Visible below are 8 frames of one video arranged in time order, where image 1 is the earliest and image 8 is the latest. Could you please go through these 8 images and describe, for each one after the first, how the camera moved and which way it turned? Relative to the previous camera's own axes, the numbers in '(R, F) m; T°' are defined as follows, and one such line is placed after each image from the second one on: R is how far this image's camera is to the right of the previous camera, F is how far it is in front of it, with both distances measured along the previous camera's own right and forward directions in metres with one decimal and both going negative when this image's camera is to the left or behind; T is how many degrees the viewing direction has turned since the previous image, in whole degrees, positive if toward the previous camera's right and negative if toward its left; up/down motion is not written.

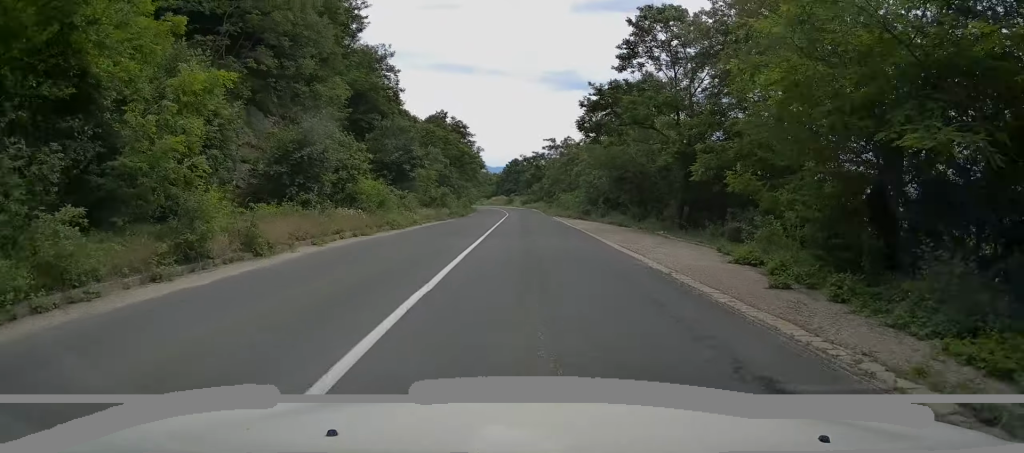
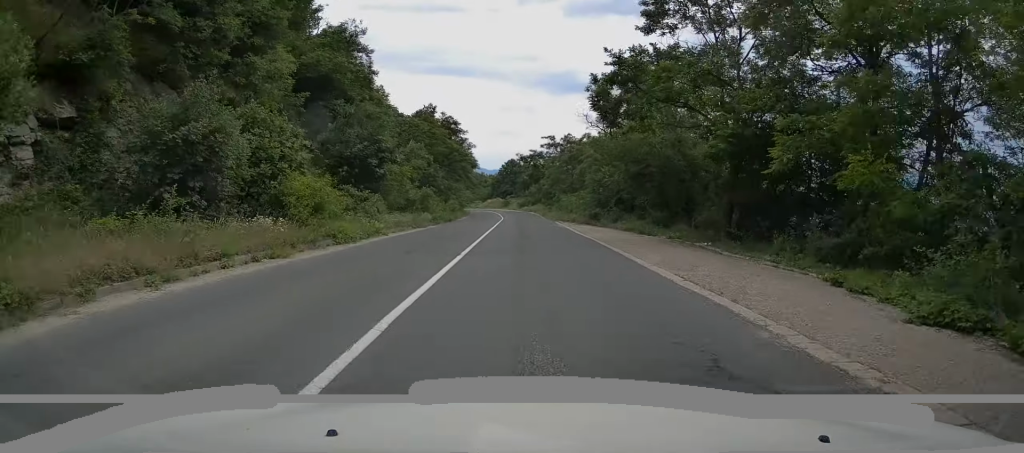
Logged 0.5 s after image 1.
(0.0, +6.8) m; 0°
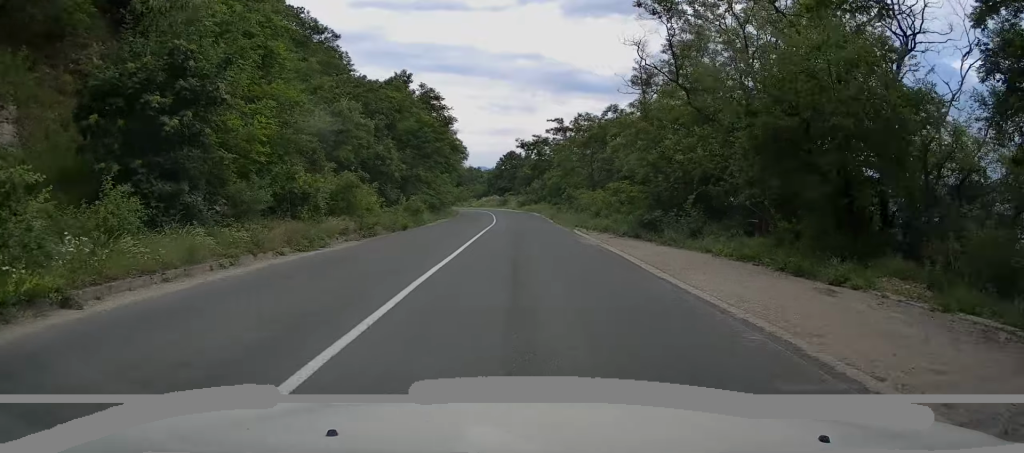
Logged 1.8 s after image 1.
(-0.1, +16.4) m; 0°
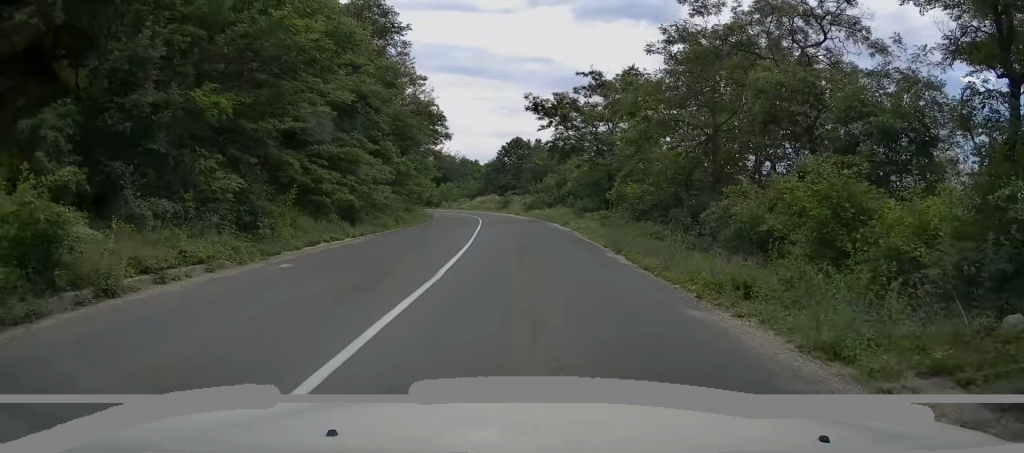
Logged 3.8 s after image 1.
(0.0, +26.6) m; -1°
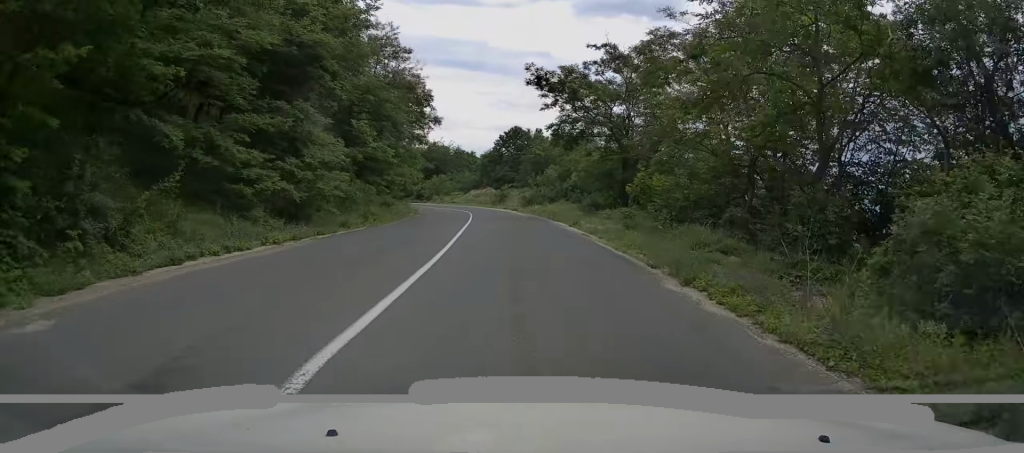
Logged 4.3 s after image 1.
(-0.1, +6.6) m; 0°
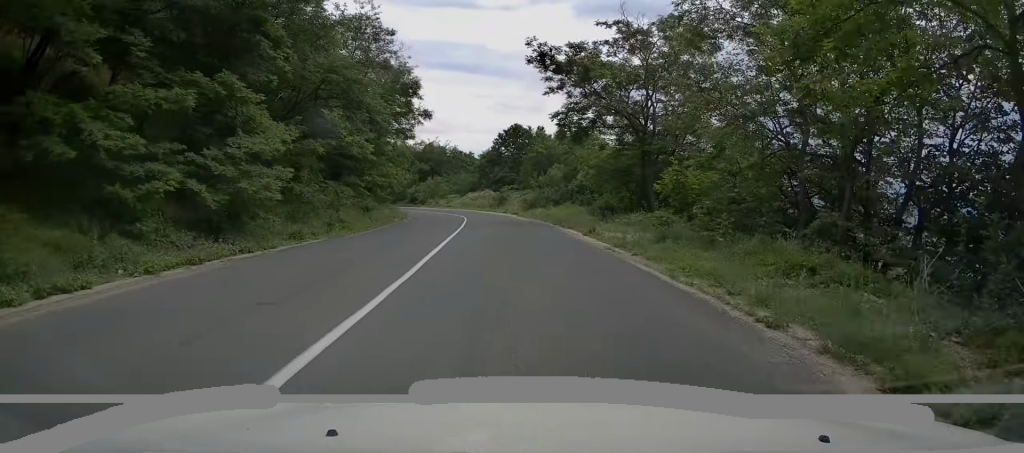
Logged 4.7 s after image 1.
(+0.1, +5.3) m; 0°
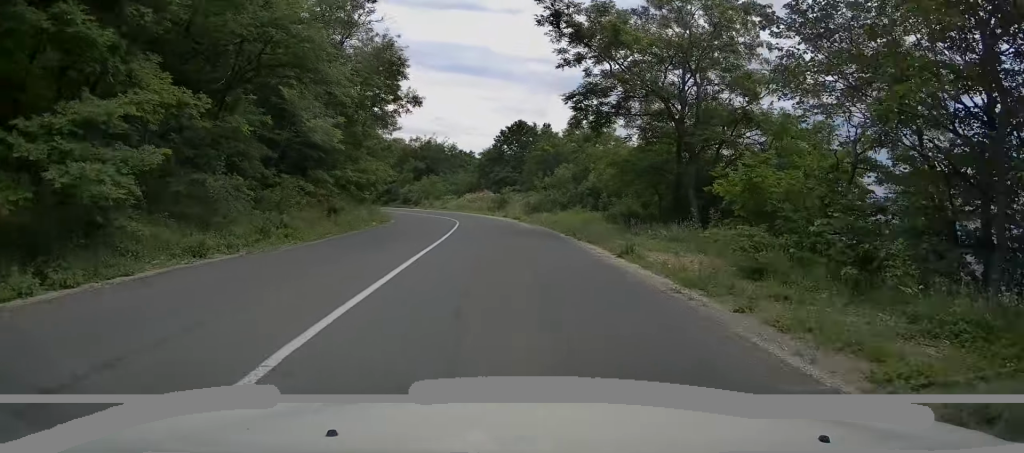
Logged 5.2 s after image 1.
(+0.1, +6.2) m; 0°
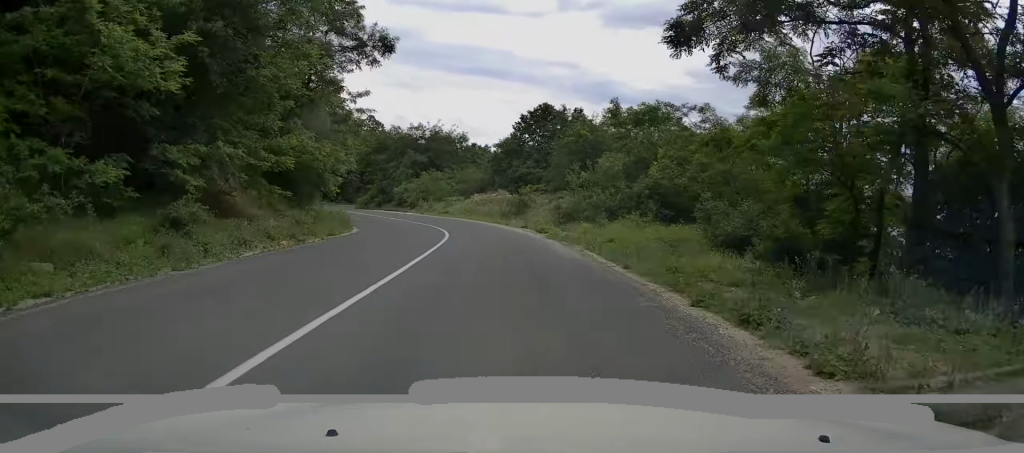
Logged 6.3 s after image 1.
(-0.3, +14.1) m; -2°
